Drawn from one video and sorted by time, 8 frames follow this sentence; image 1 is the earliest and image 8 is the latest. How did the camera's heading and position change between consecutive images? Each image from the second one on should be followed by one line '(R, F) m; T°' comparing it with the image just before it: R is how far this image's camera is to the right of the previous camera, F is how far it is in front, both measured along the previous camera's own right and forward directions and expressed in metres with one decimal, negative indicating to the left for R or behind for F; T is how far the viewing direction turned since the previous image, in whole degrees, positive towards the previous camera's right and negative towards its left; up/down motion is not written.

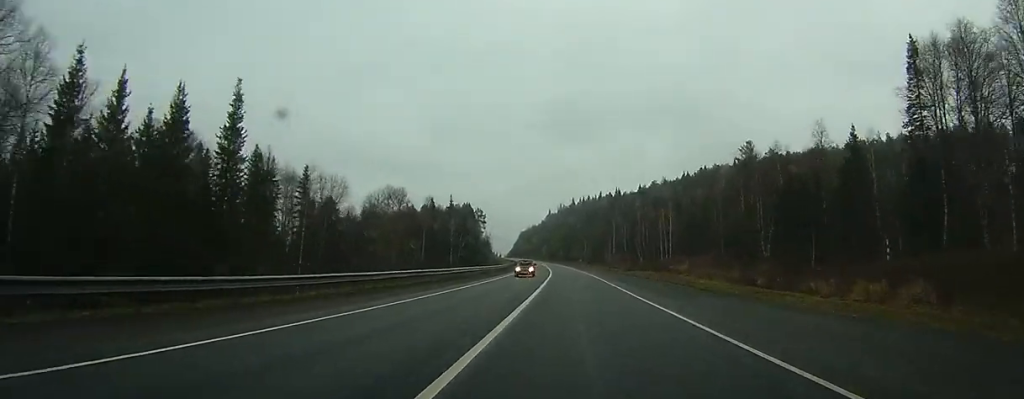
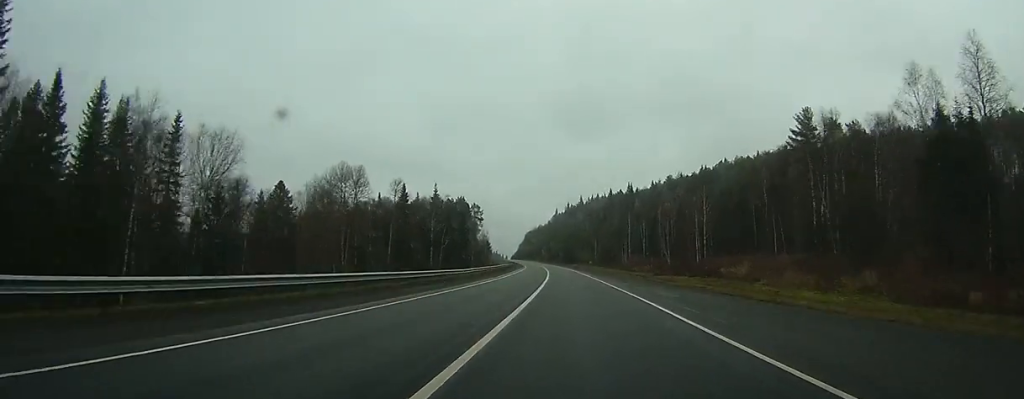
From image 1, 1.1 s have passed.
(-0.3, +31.7) m; -1°
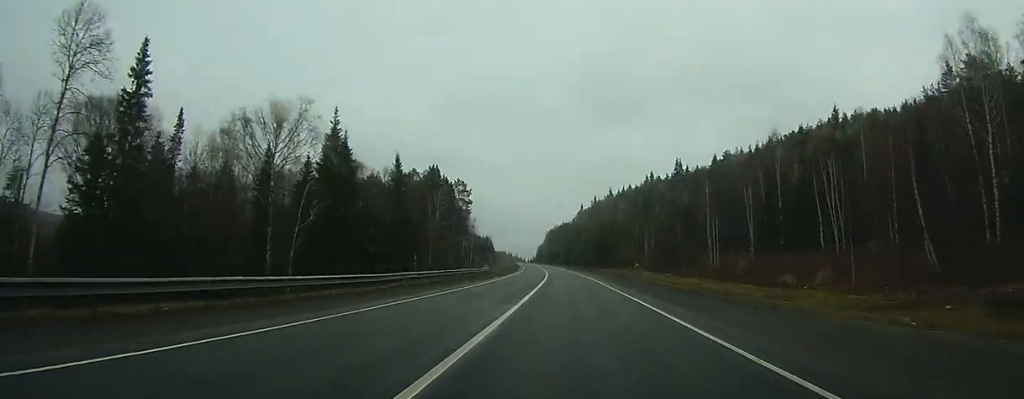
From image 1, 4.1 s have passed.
(-1.3, +81.1) m; -2°
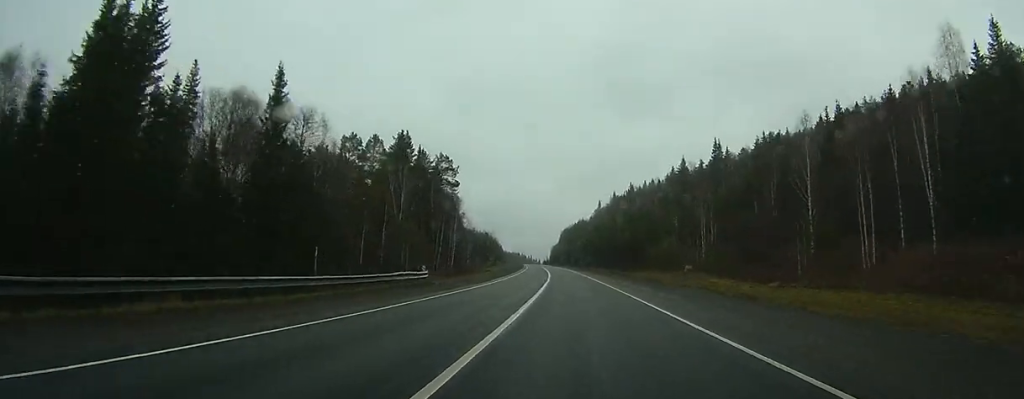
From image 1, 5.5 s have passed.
(-0.5, +40.1) m; -1°
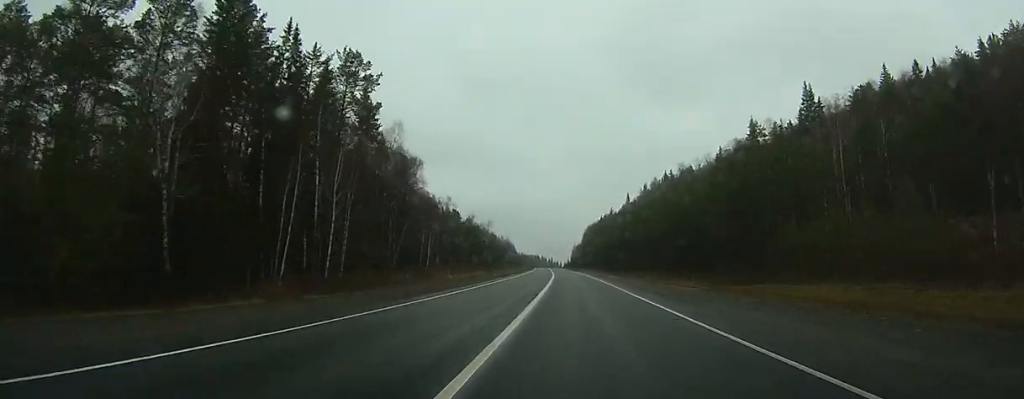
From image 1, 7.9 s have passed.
(-1.0, +63.6) m; -2°
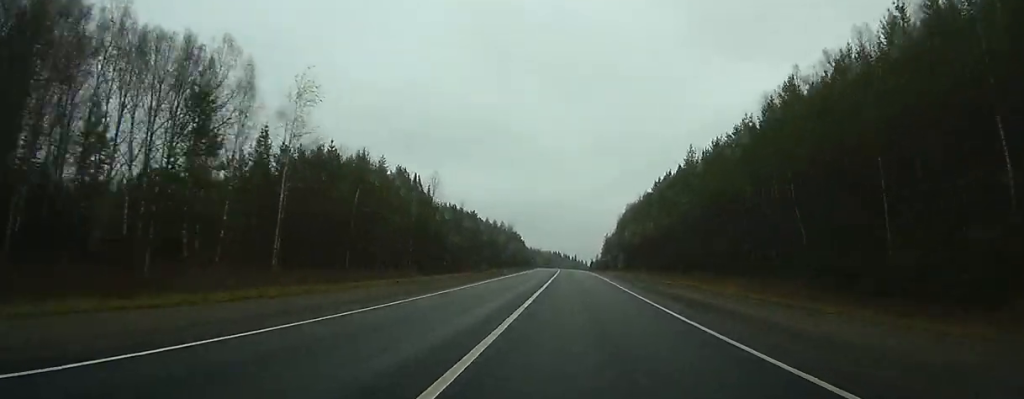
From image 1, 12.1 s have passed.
(-2.7, +115.9) m; -2°
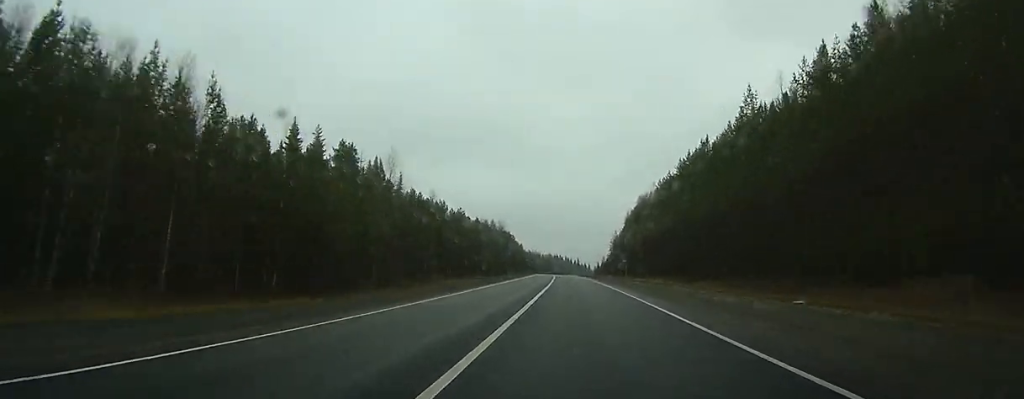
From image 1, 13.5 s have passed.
(-0.1, +38.0) m; -1°
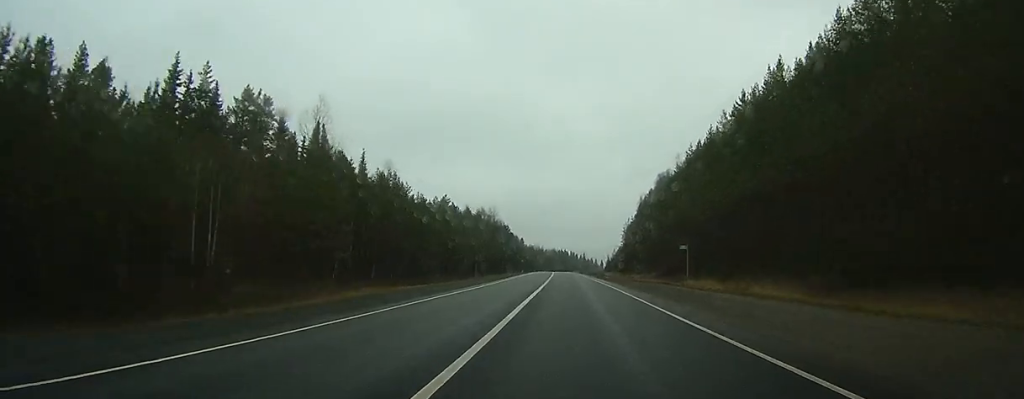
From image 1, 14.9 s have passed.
(-0.4, +36.0) m; -1°
